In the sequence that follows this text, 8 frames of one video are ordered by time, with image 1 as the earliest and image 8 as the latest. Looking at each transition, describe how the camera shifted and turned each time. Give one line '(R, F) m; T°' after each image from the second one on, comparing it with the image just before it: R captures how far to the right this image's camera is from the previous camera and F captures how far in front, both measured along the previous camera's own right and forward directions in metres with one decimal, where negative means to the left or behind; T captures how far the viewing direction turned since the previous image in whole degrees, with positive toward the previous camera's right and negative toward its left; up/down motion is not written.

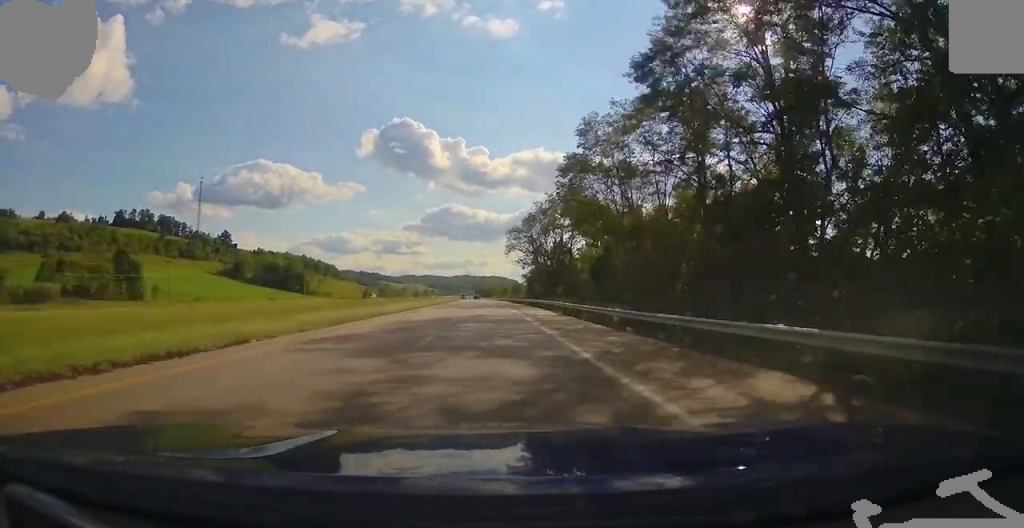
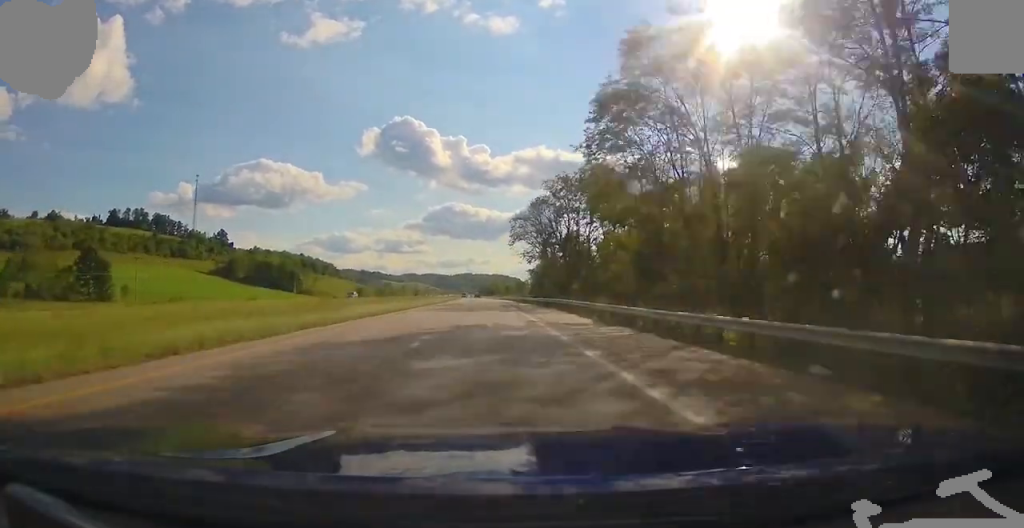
(0.0, +13.5) m; 0°
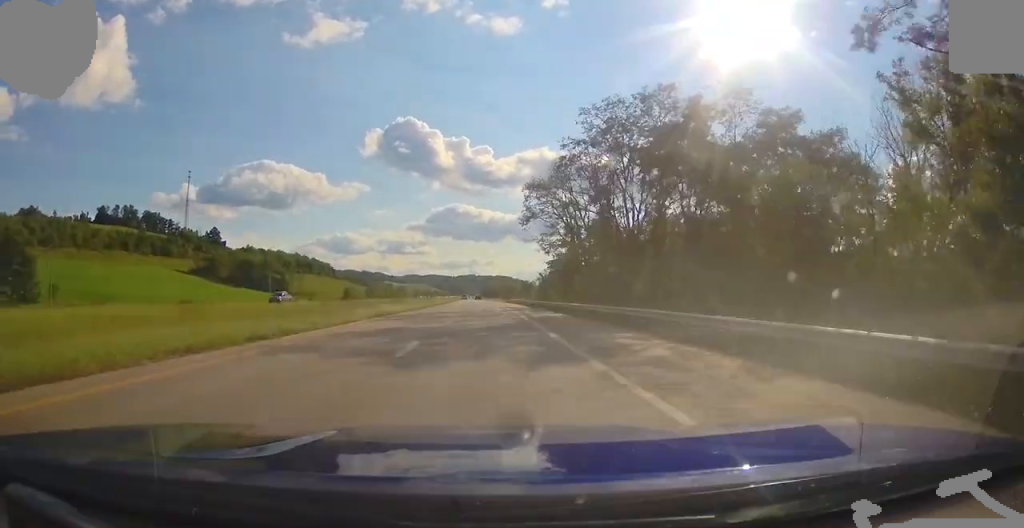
(0.0, +25.6) m; -1°
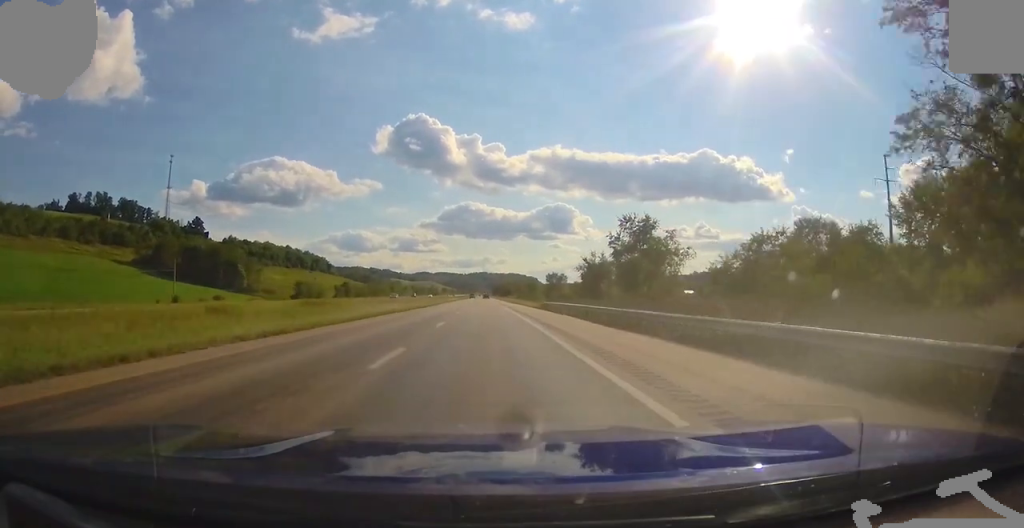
(-1.8, +63.1) m; -2°
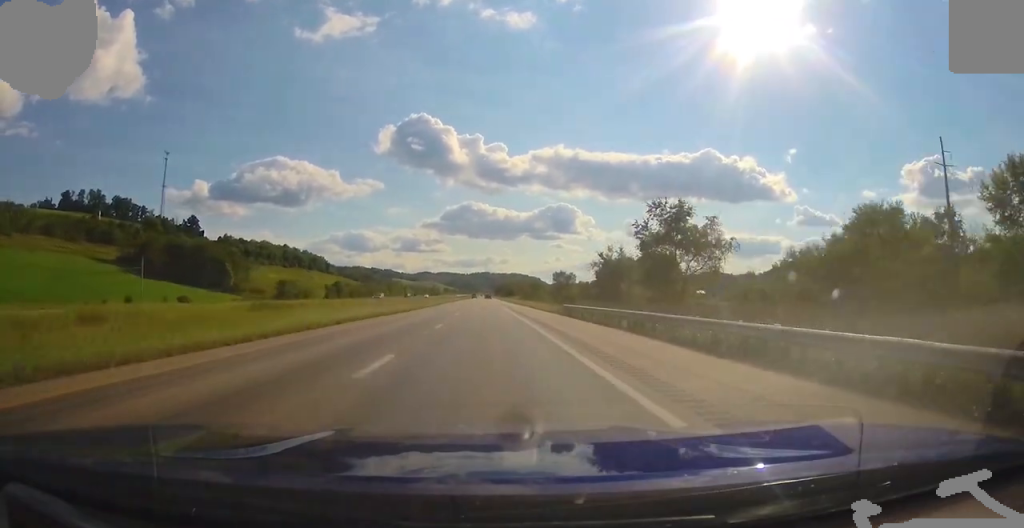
(0.0, +13.3) m; 0°
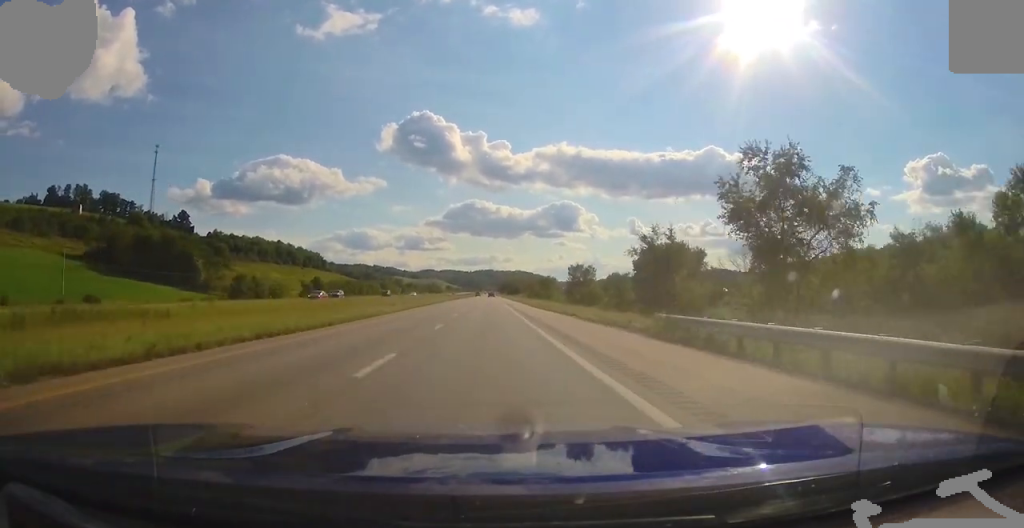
(0.0, +24.4) m; 0°
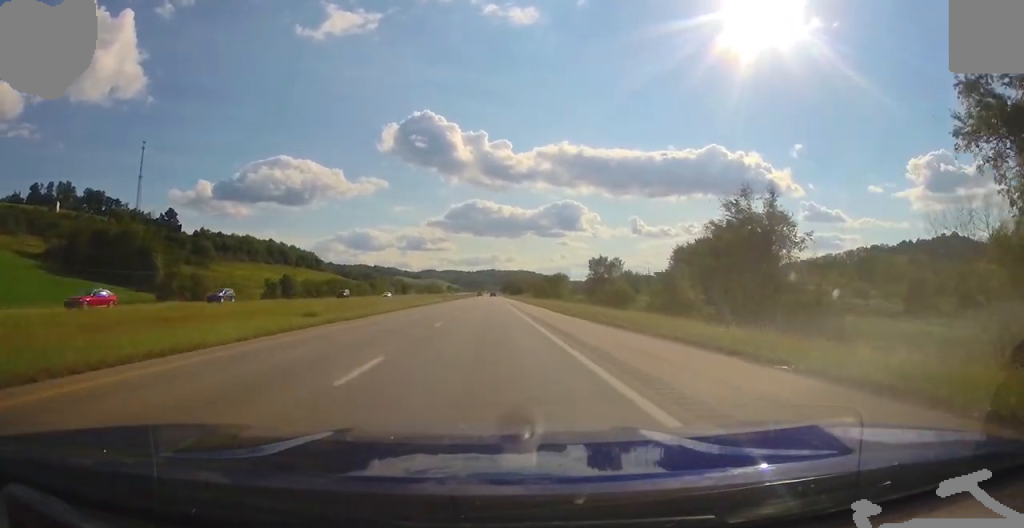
(0.0, +25.5) m; 0°
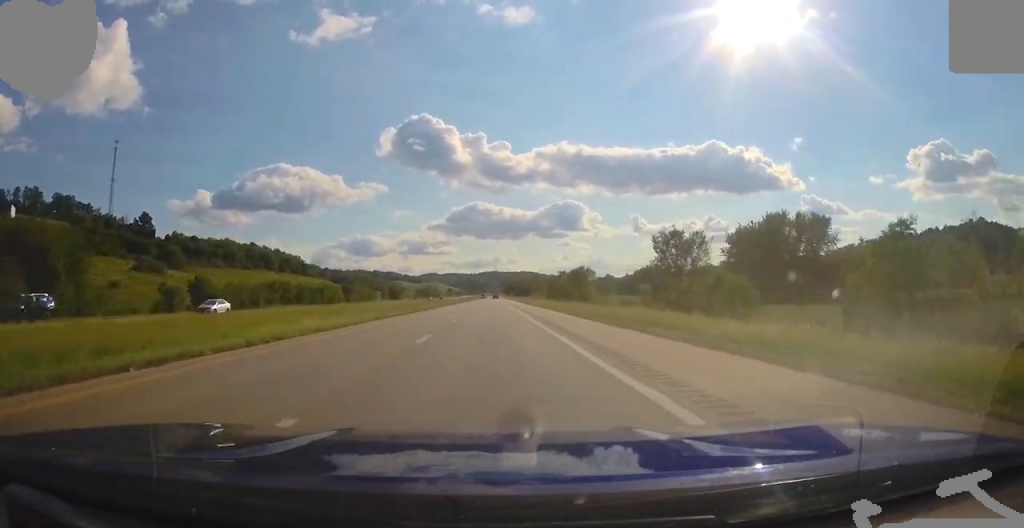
(0.0, +42.1) m; -1°
